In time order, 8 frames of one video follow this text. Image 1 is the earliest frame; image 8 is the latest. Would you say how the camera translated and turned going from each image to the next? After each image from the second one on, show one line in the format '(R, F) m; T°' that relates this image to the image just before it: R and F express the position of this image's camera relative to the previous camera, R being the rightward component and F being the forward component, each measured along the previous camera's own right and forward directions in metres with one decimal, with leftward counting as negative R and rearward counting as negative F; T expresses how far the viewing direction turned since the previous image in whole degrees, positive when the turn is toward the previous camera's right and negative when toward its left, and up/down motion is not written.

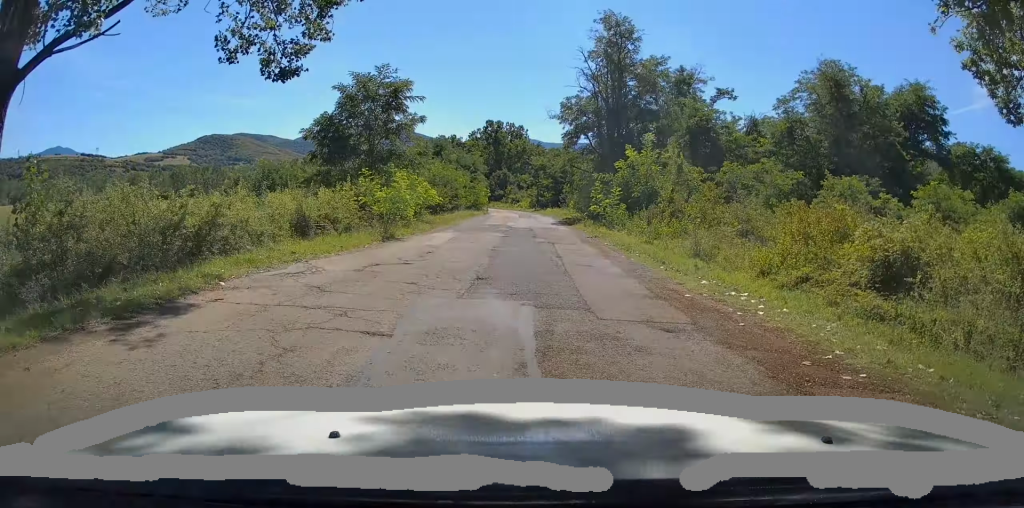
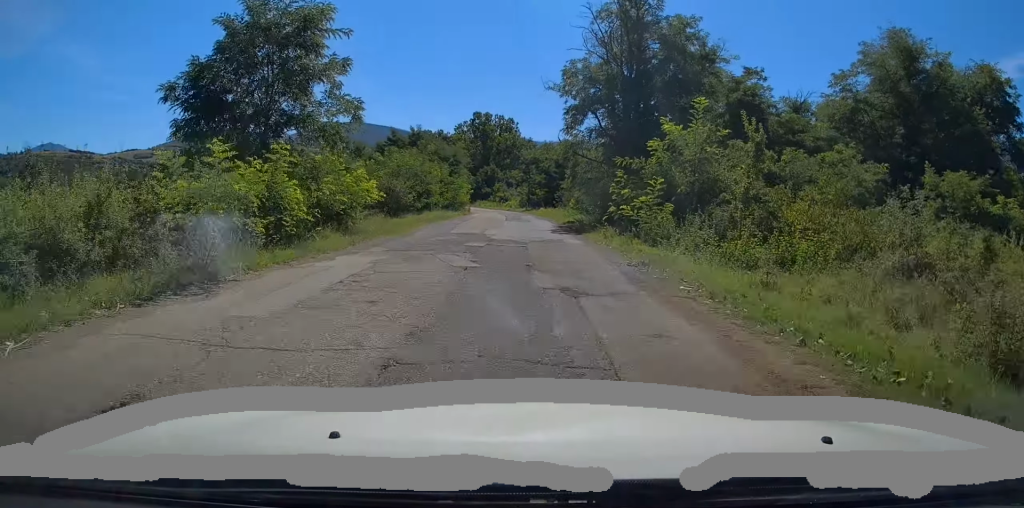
(0.0, +10.8) m; 0°
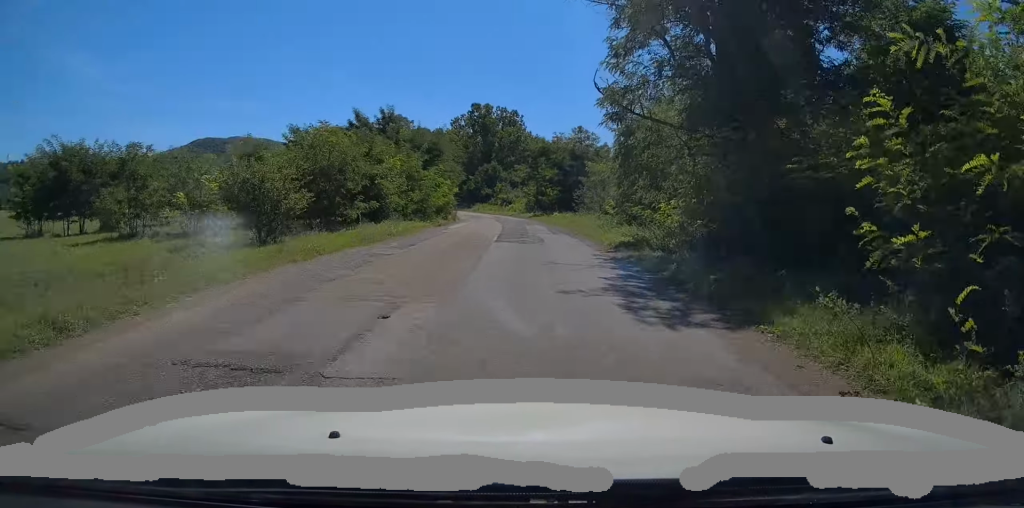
(0.0, +17.2) m; 0°
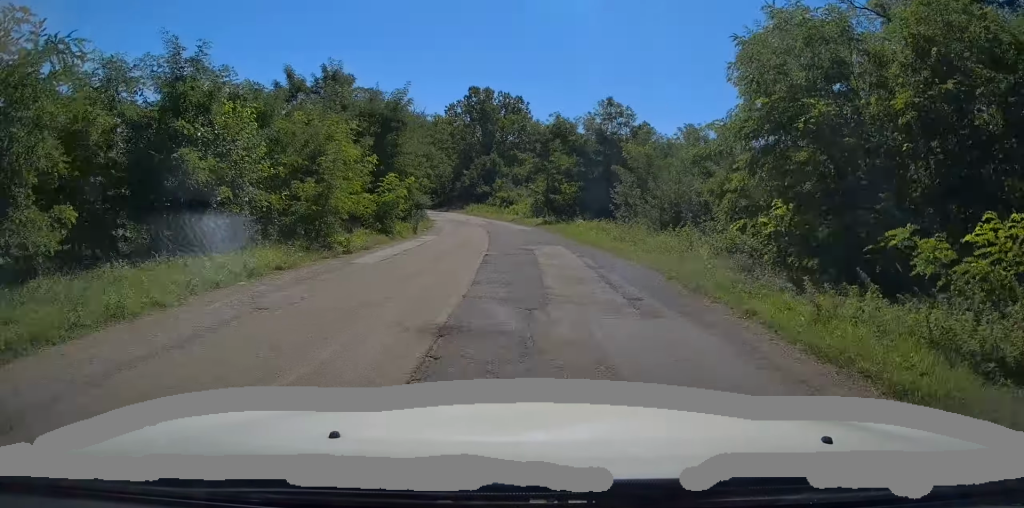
(+0.1, +17.3) m; +1°
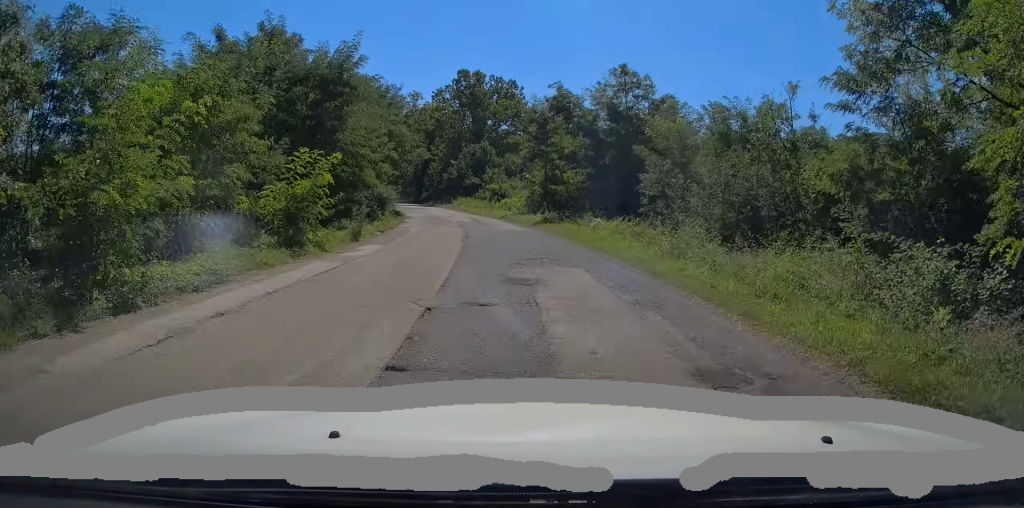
(+0.1, +8.5) m; -1°
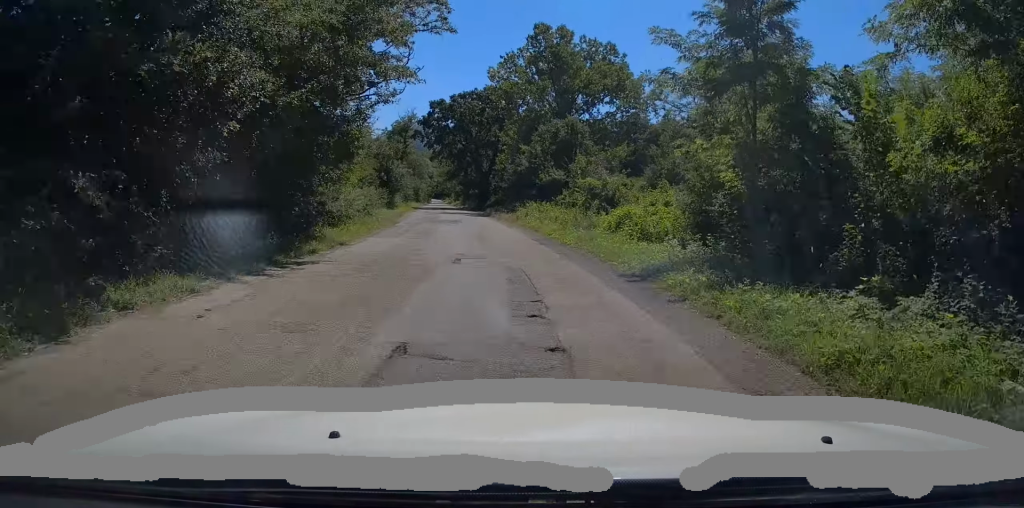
(-1.5, +28.2) m; -7°
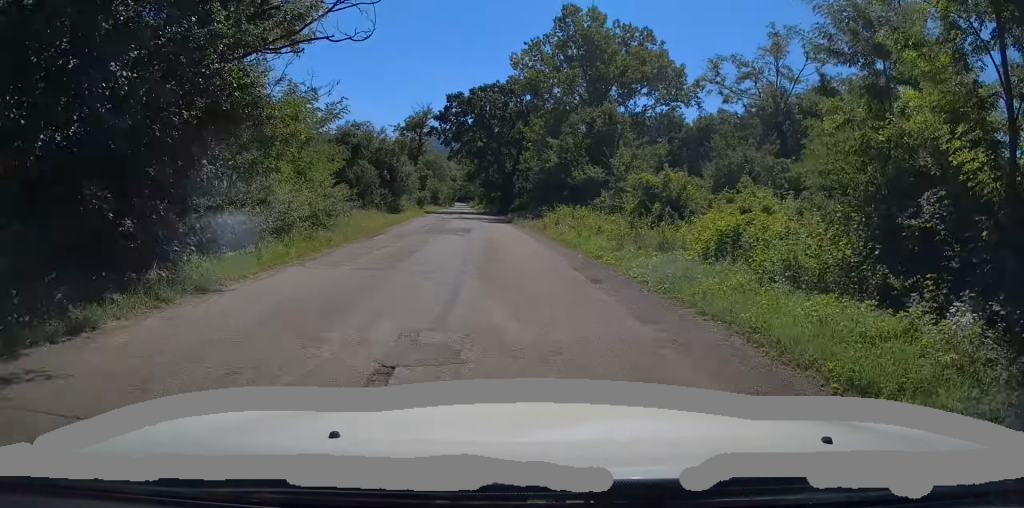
(+0.1, +7.9) m; -2°
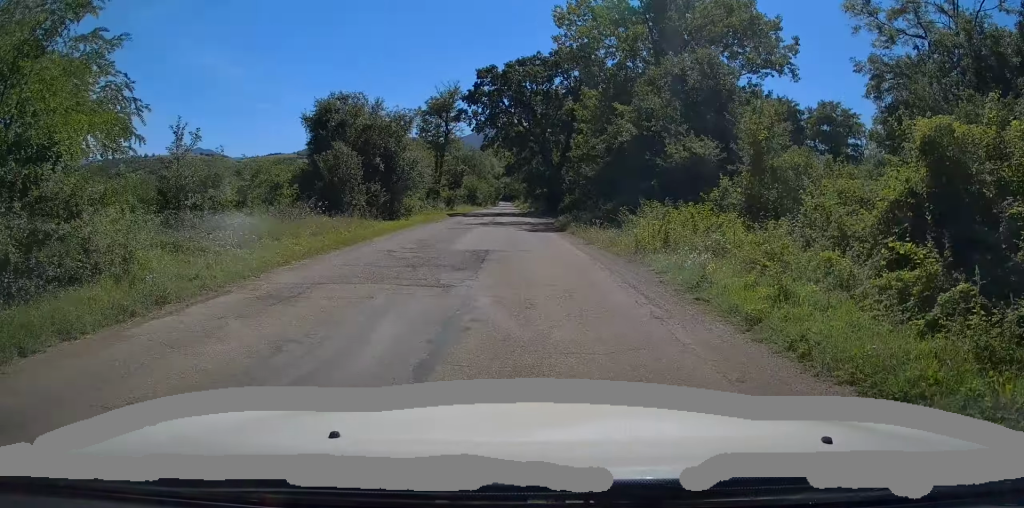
(-0.8, +13.8) m; -4°
